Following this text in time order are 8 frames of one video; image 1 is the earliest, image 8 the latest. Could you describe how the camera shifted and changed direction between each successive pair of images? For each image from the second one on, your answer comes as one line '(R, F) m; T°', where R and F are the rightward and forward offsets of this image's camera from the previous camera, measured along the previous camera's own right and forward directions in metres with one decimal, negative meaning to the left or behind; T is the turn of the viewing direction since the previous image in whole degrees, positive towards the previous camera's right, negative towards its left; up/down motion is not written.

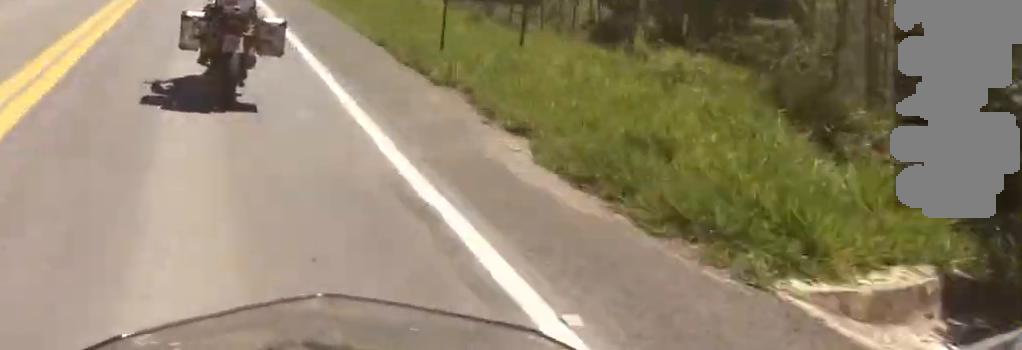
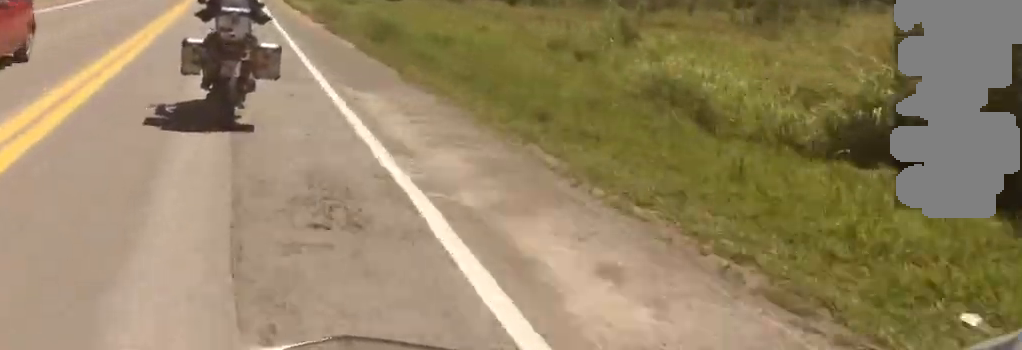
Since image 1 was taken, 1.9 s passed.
(-0.6, +69.0) m; -2°
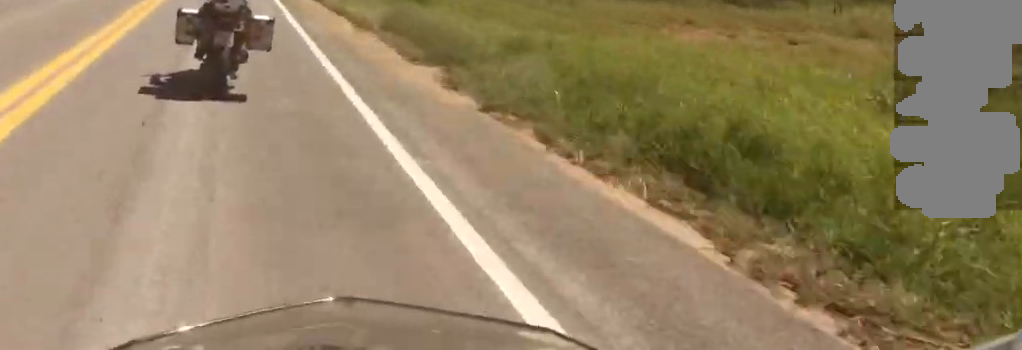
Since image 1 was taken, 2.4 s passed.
(-0.7, +16.7) m; -1°
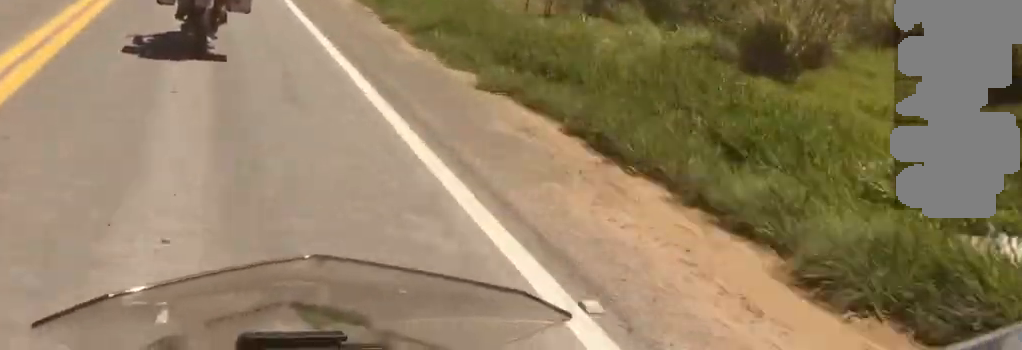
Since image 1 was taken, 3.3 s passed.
(-0.1, +32.0) m; 0°
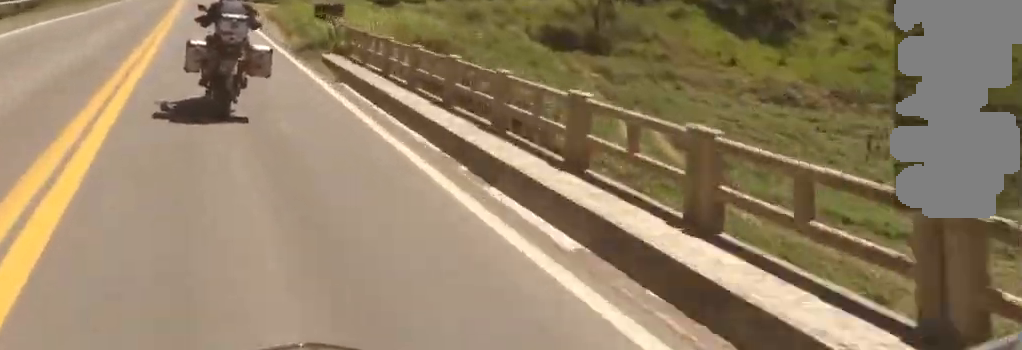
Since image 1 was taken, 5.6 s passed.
(+2.8, +79.3) m; +2°
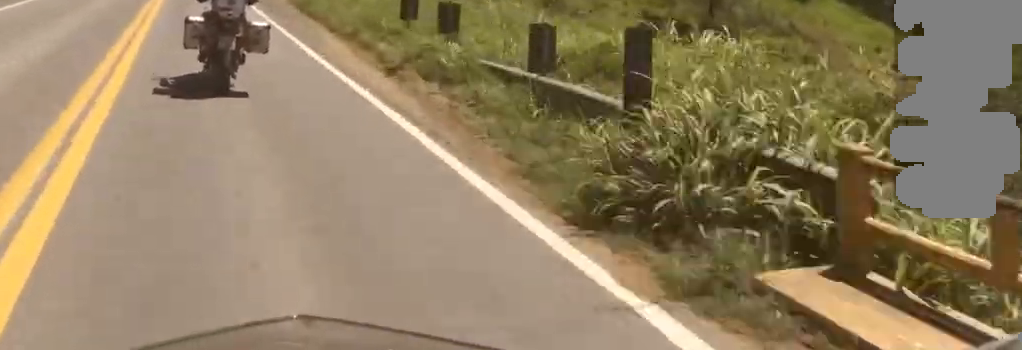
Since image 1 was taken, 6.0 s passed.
(-0.7, +15.1) m; 0°
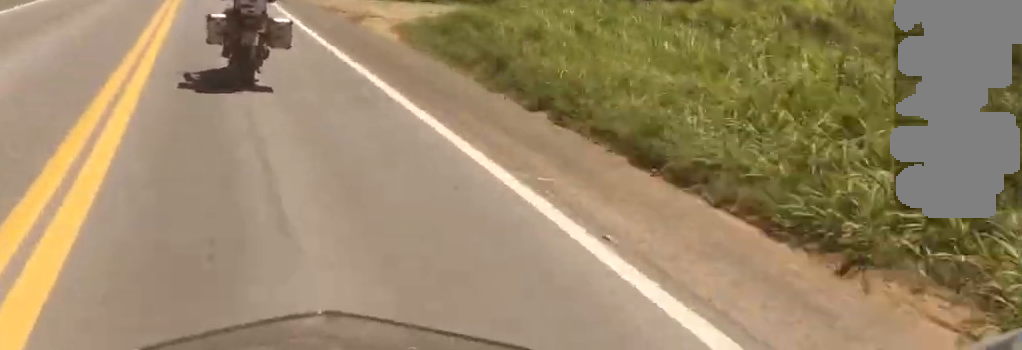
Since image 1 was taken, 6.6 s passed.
(-1.0, +19.8) m; 0°
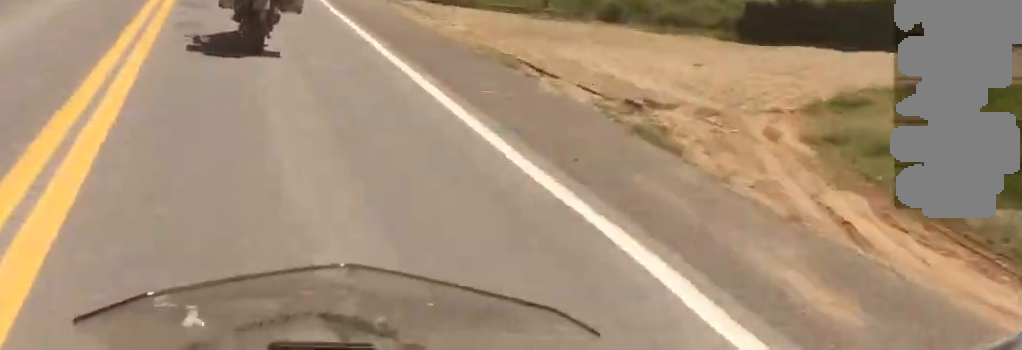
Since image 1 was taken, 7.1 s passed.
(+0.9, +17.3) m; +1°
